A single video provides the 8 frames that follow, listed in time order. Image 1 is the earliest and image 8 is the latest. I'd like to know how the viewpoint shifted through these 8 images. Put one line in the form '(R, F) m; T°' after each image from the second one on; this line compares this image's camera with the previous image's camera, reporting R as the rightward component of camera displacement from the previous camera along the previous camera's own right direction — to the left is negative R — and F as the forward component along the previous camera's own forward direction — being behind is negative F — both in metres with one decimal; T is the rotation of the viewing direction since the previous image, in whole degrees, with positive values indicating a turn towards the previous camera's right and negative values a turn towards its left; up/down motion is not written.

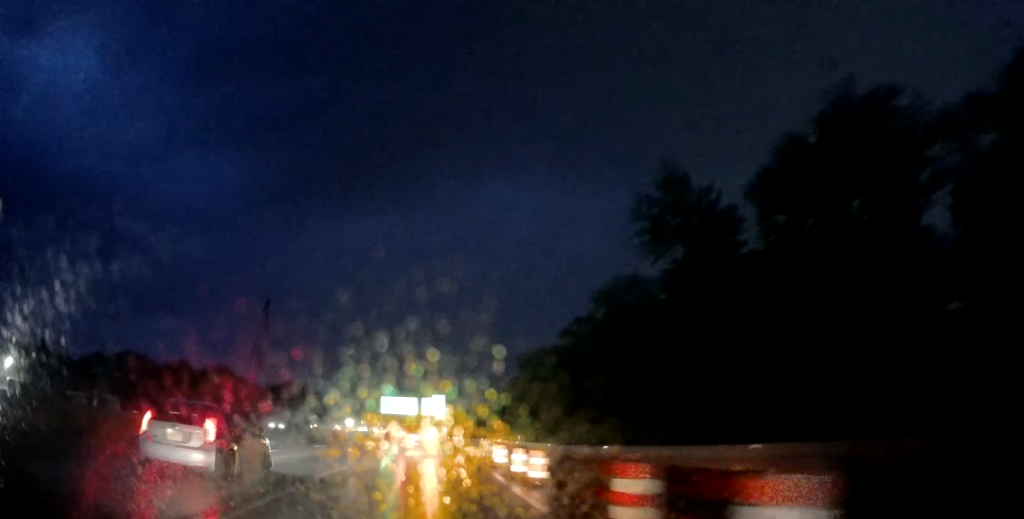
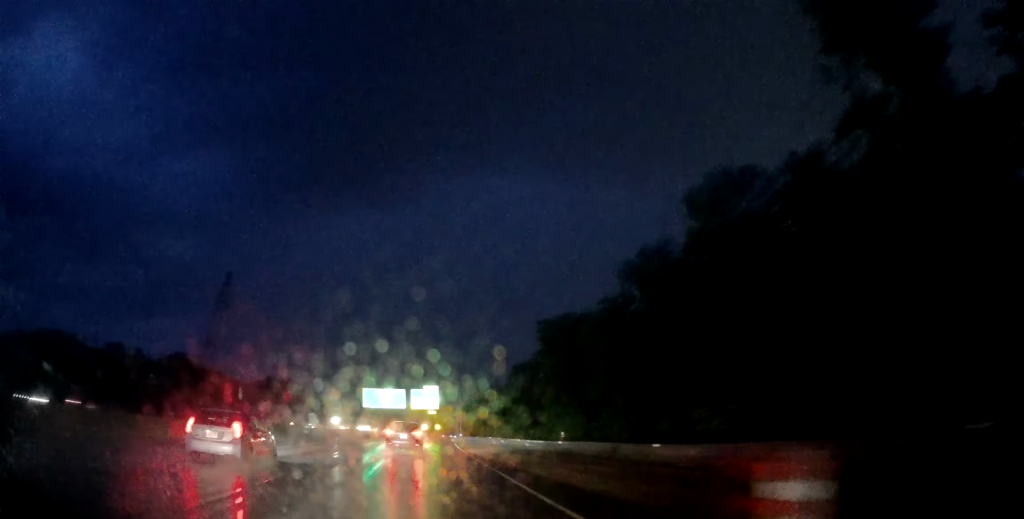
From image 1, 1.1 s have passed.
(-0.3, +21.8) m; -1°
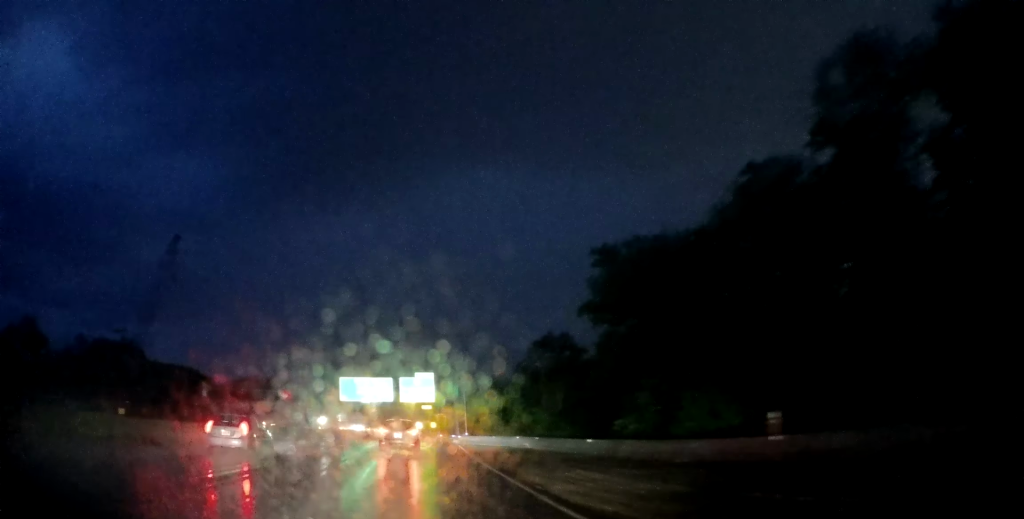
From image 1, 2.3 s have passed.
(0.0, +24.9) m; 0°
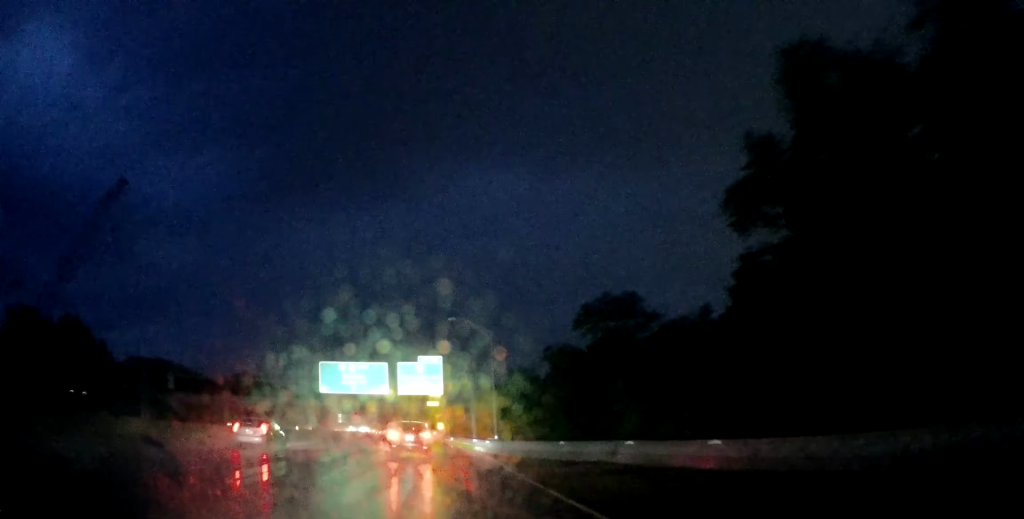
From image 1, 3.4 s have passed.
(0.0, +23.9) m; 0°
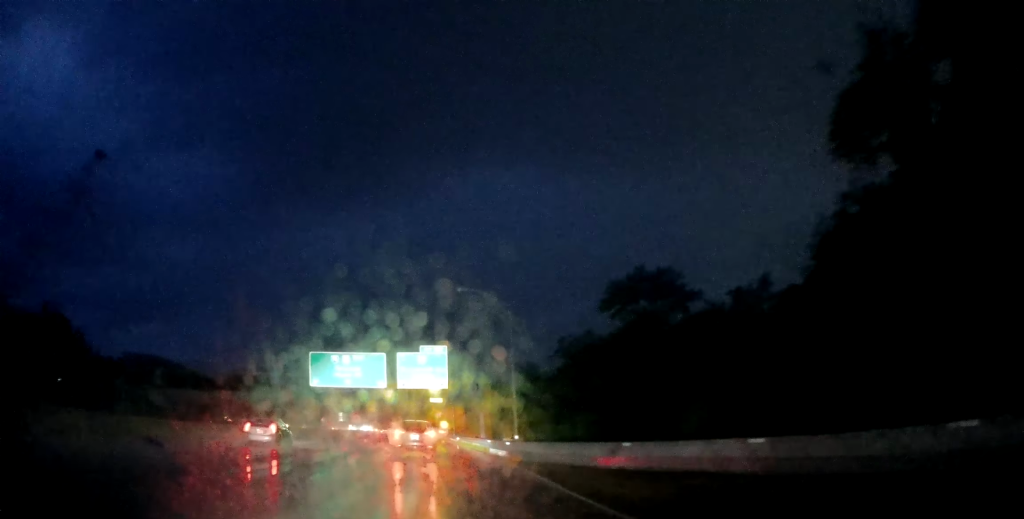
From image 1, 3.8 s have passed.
(0.0, +8.4) m; 0°
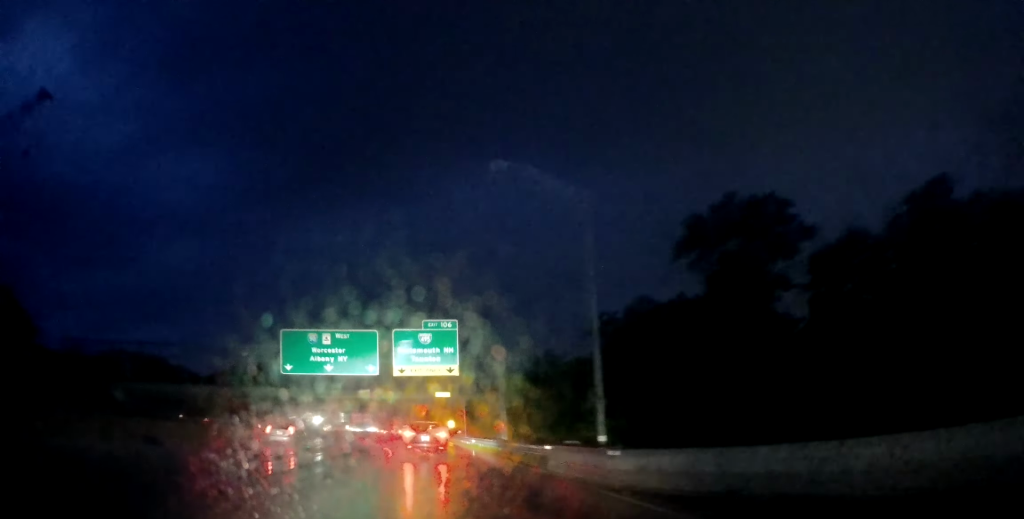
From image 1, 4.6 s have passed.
(+0.1, +16.1) m; 0°
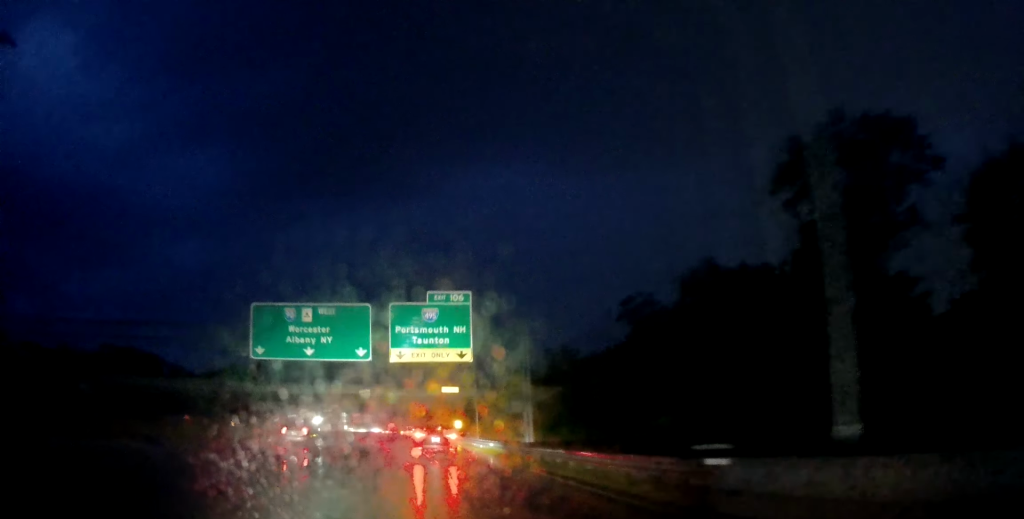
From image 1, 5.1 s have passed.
(-0.1, +10.9) m; 0°
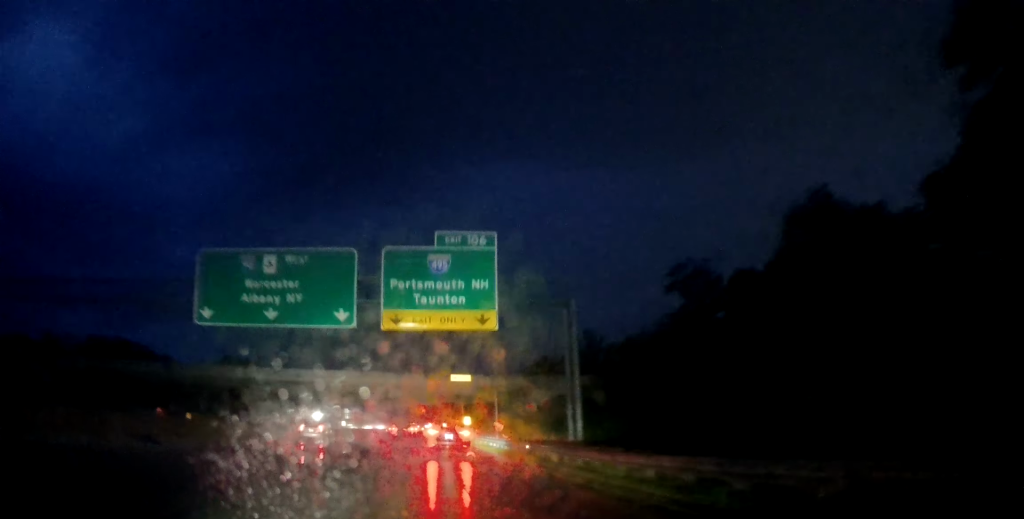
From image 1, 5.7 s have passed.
(-0.1, +12.2) m; 0°
